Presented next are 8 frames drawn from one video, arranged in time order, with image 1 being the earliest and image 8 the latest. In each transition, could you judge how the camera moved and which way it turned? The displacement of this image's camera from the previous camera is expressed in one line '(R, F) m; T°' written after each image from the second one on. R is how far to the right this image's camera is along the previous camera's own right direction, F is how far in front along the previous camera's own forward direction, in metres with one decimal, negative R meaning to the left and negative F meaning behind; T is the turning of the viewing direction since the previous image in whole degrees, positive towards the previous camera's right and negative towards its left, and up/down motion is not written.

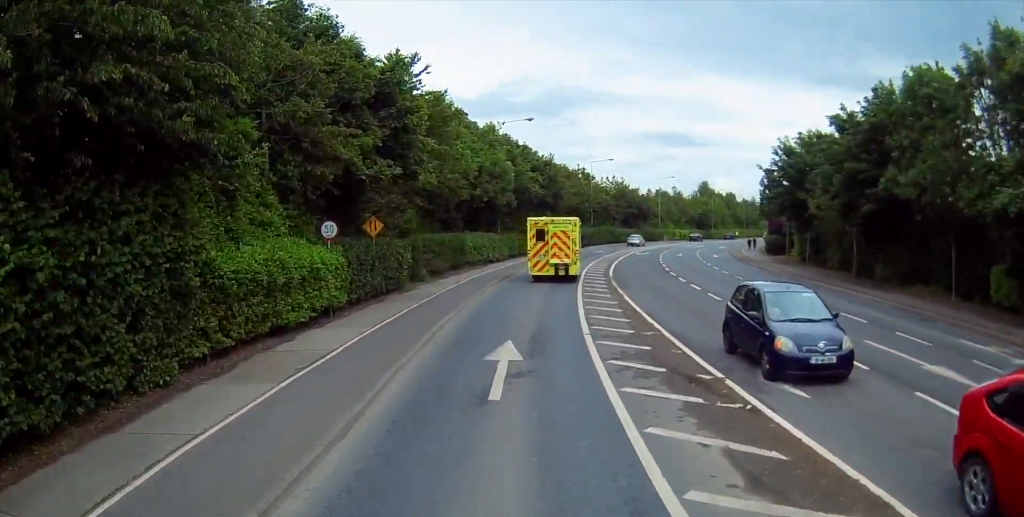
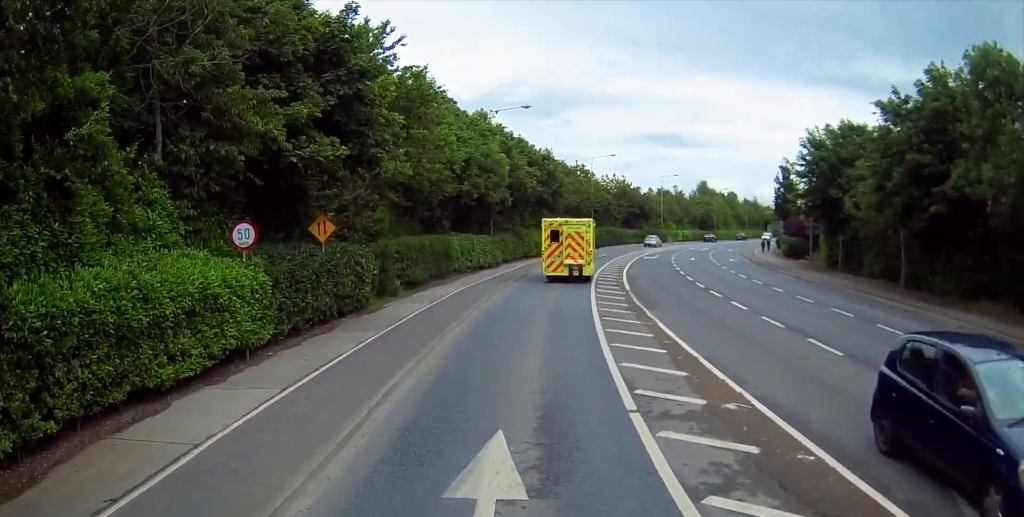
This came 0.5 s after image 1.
(+0.2, +6.2) m; +1°
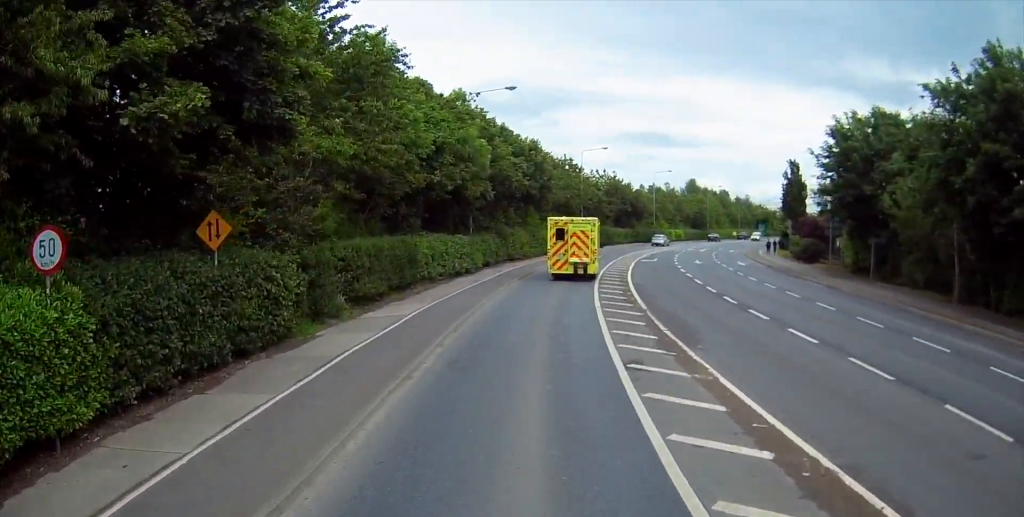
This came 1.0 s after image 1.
(+0.1, +6.3) m; +1°
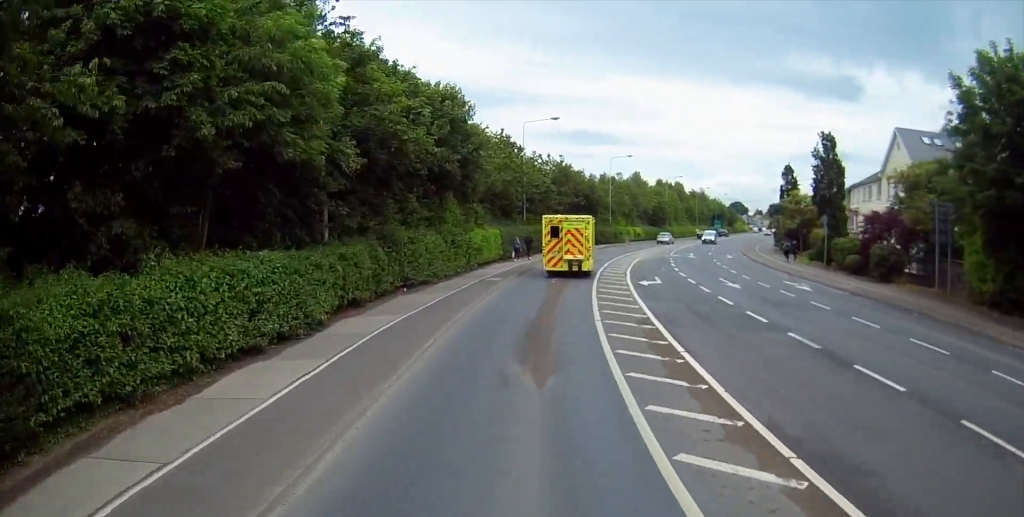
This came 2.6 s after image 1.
(+0.4, +20.3) m; +4°
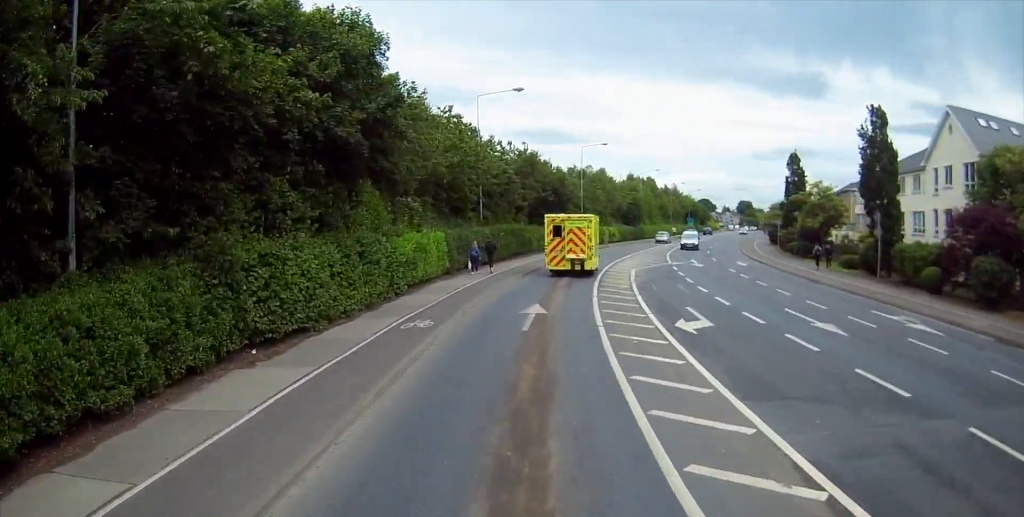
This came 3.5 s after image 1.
(+0.4, +12.2) m; +3°
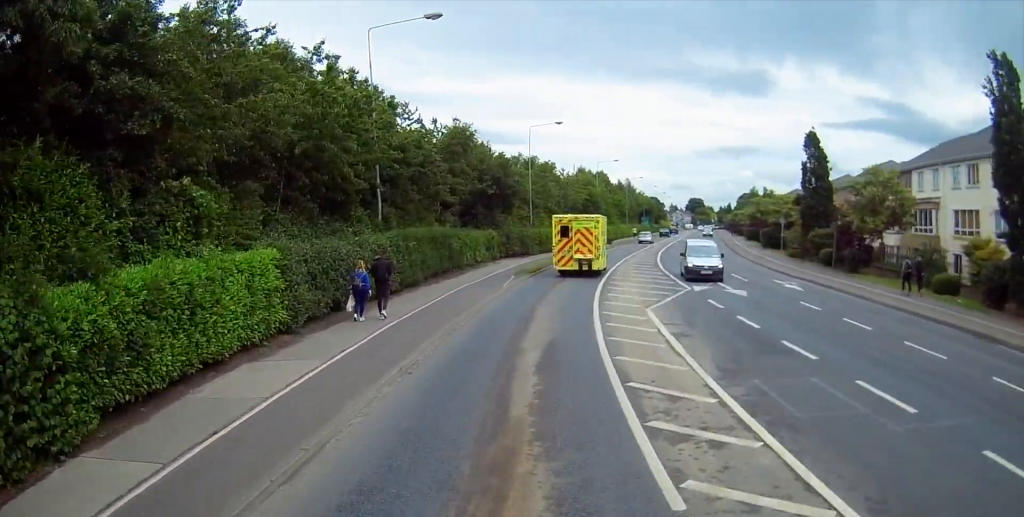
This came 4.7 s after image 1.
(+0.5, +16.7) m; +4°
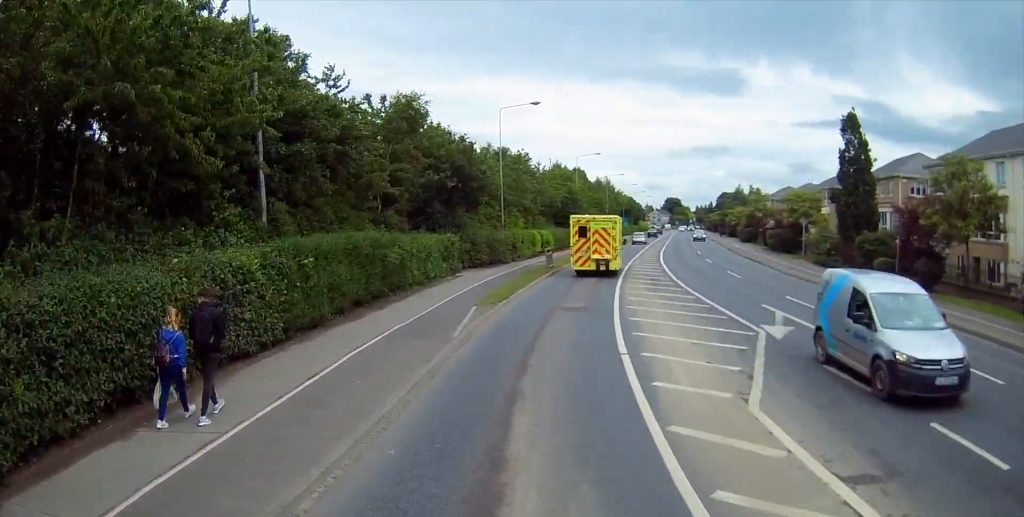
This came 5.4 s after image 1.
(+0.4, +10.4) m; +3°
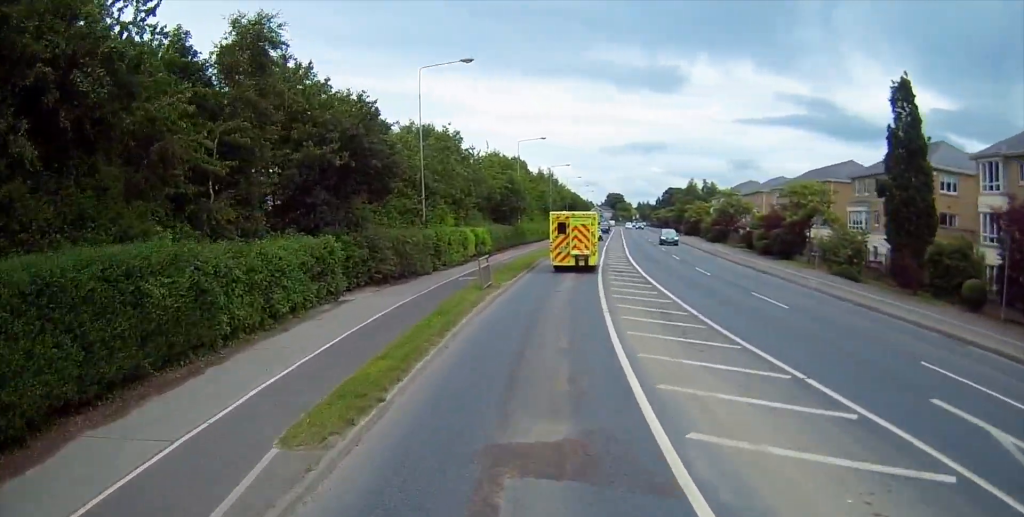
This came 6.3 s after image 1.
(+0.4, +12.4) m; +4°
